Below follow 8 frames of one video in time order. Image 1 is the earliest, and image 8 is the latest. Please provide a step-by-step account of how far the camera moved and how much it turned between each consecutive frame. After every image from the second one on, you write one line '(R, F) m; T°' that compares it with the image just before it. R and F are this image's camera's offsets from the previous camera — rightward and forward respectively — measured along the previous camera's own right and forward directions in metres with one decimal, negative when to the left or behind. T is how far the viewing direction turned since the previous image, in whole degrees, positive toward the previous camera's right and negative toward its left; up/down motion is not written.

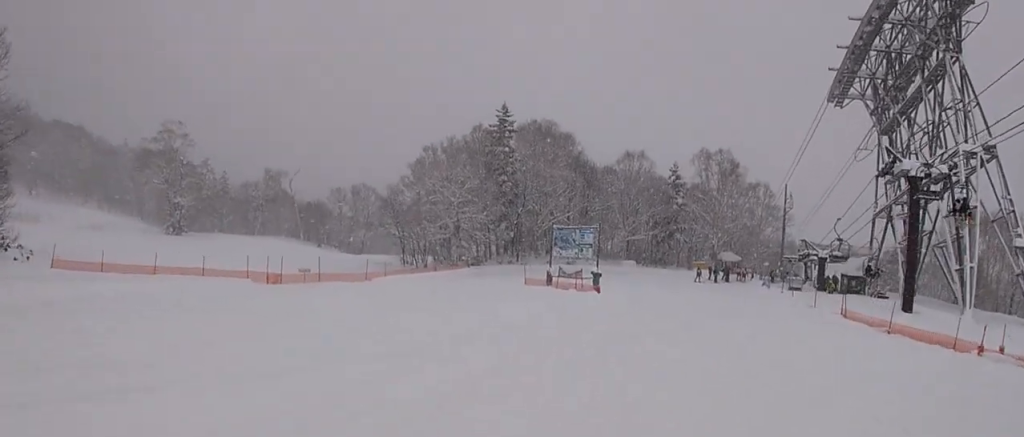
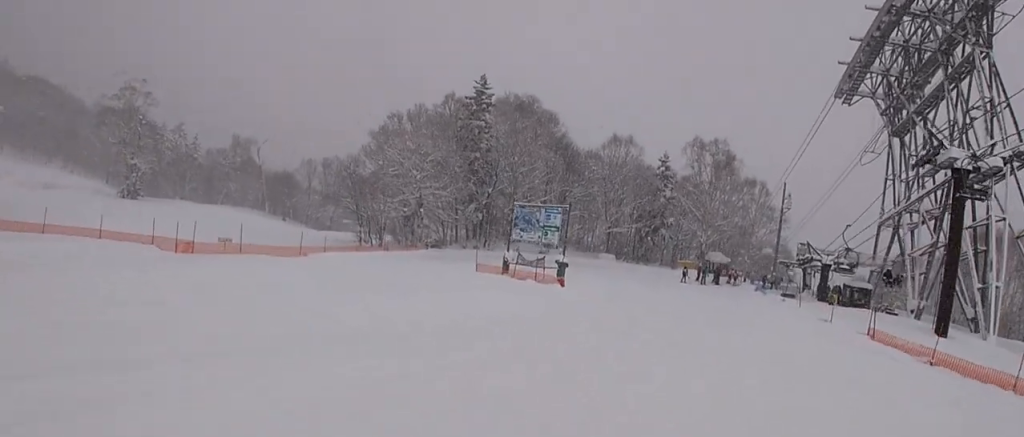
(+0.6, +6.1) m; 0°
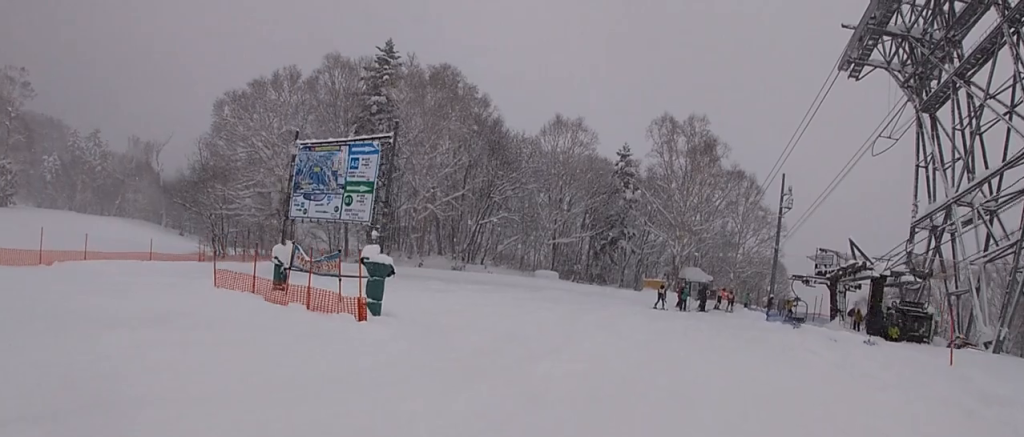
(+0.1, +15.6) m; +2°
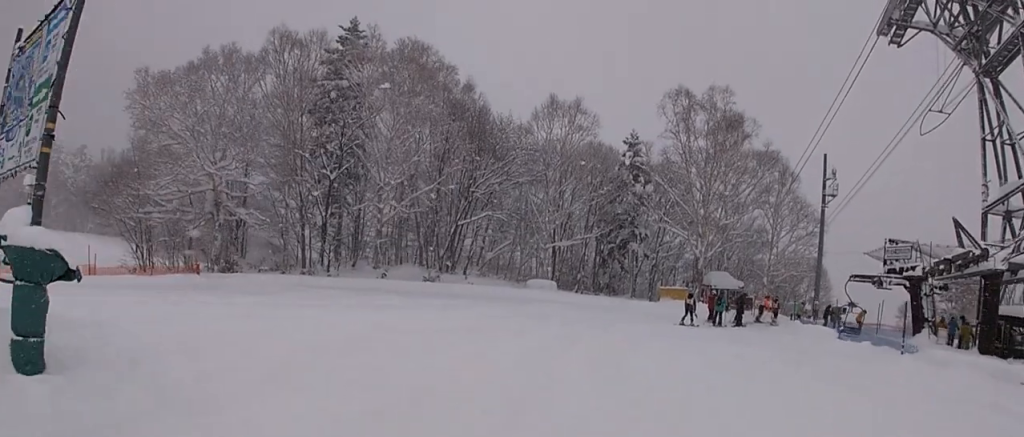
(+0.1, +7.2) m; -6°
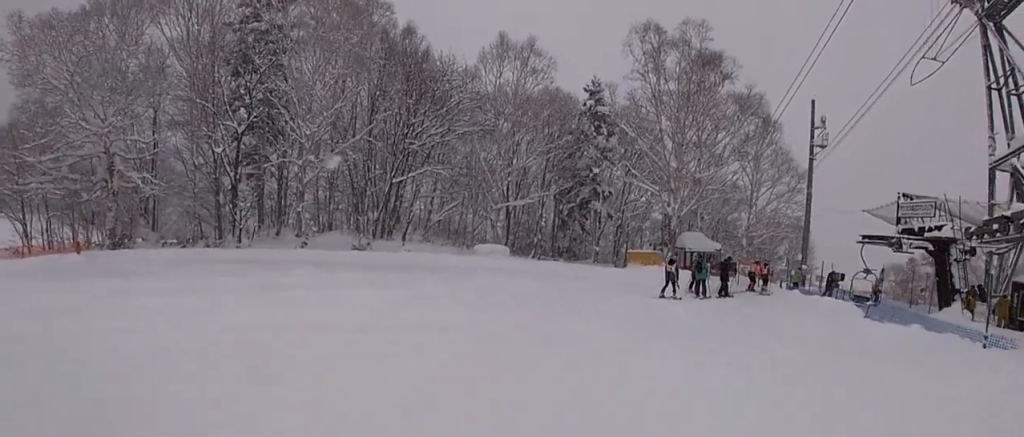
(-0.5, +4.4) m; -2°
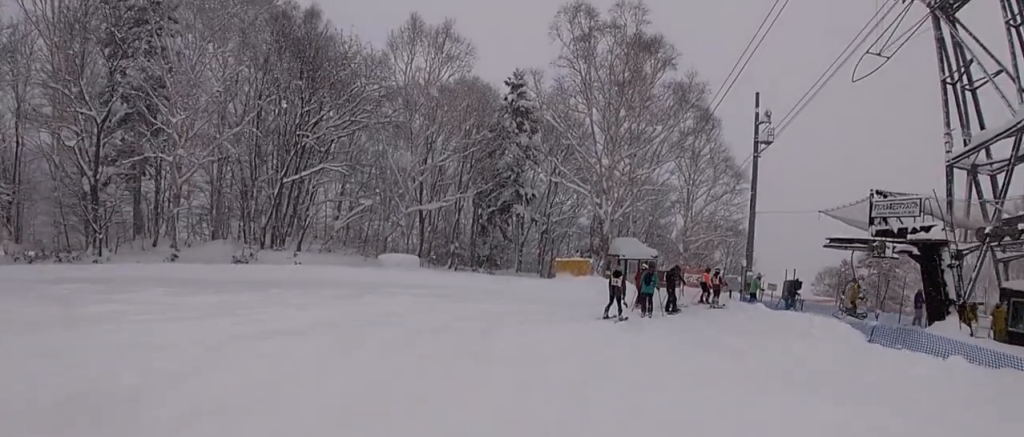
(-0.3, +3.7) m; +12°
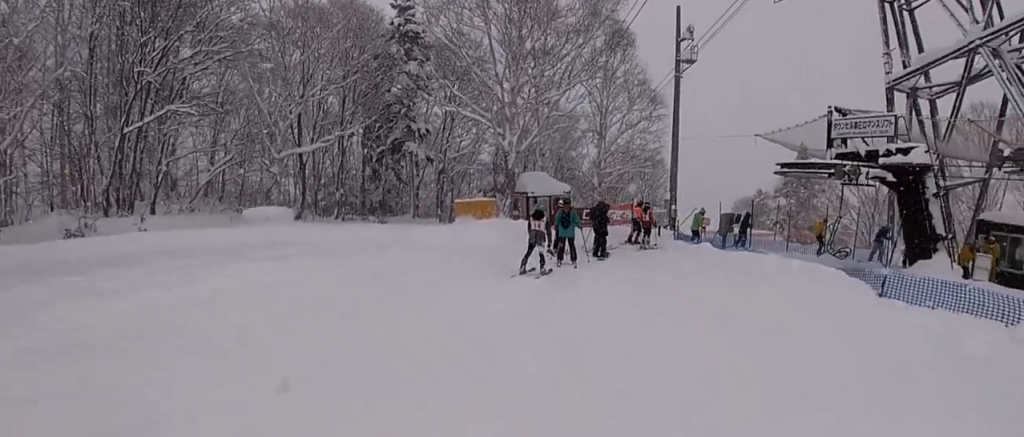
(+0.9, +3.0) m; +6°
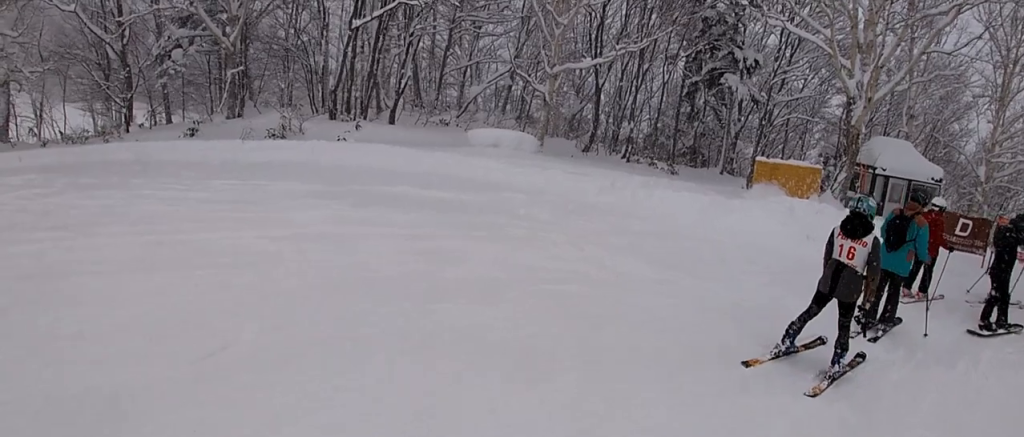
(-1.3, +7.4) m; -21°
